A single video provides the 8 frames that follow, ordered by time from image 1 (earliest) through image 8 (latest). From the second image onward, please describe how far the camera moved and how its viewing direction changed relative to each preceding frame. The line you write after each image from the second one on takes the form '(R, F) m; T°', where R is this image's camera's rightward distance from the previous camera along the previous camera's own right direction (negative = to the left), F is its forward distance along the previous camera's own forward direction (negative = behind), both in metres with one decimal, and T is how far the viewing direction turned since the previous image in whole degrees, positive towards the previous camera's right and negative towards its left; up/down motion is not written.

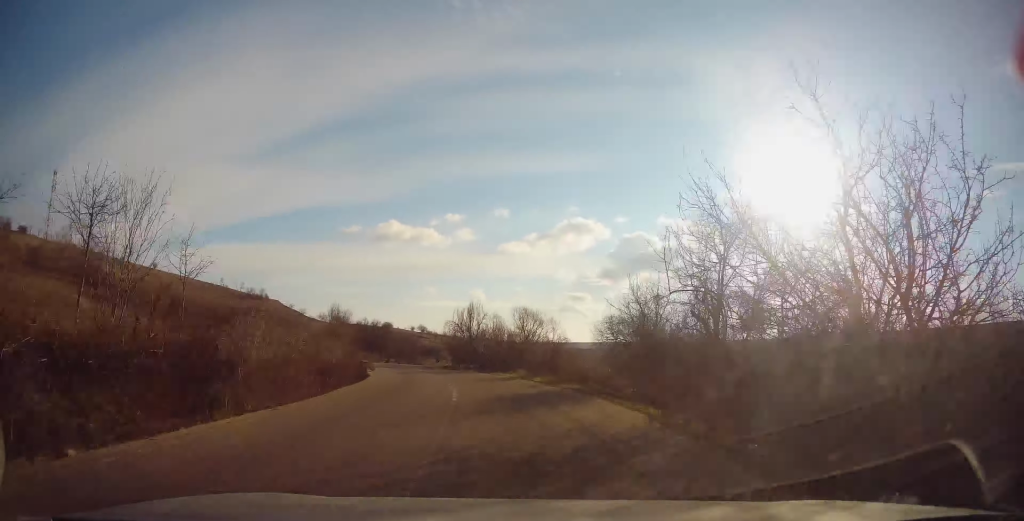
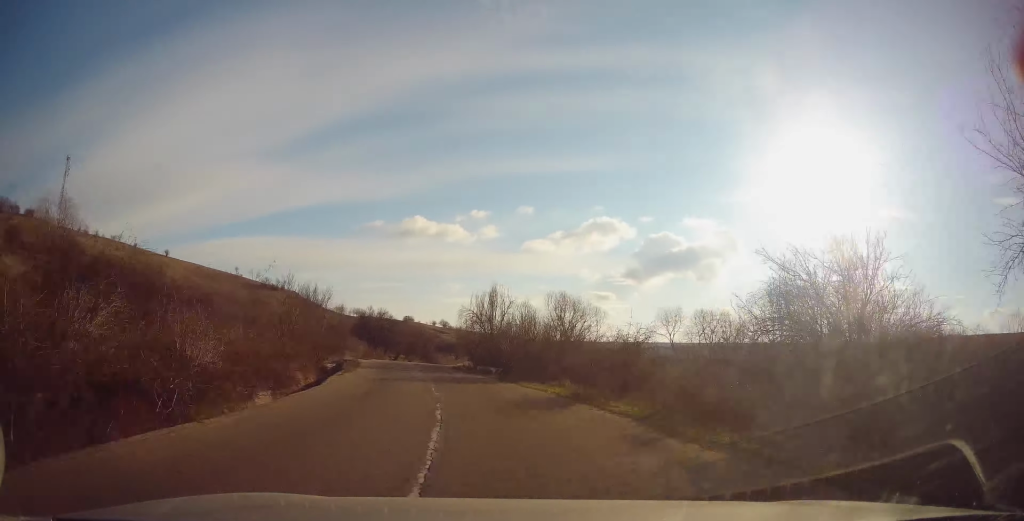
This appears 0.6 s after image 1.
(0.0, +10.6) m; -2°
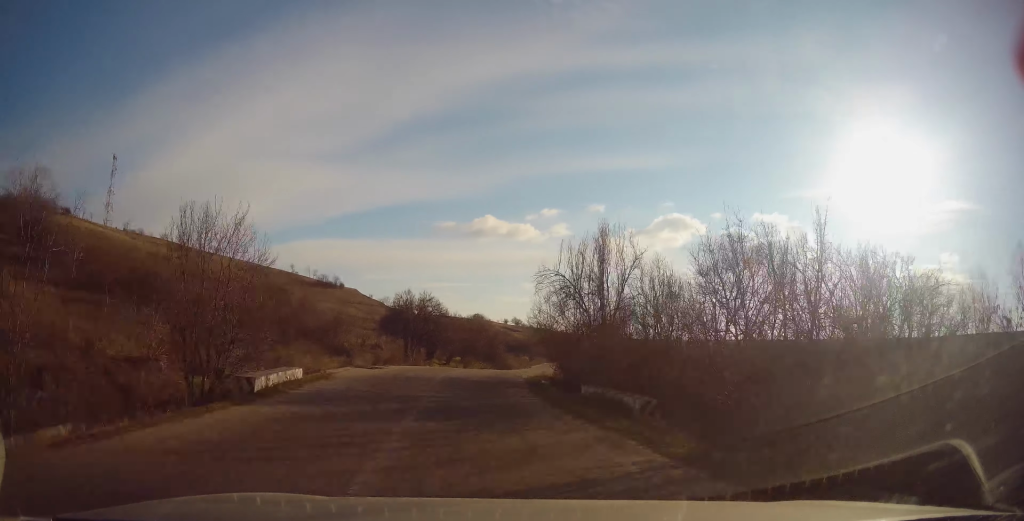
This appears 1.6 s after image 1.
(-1.1, +18.8) m; -4°
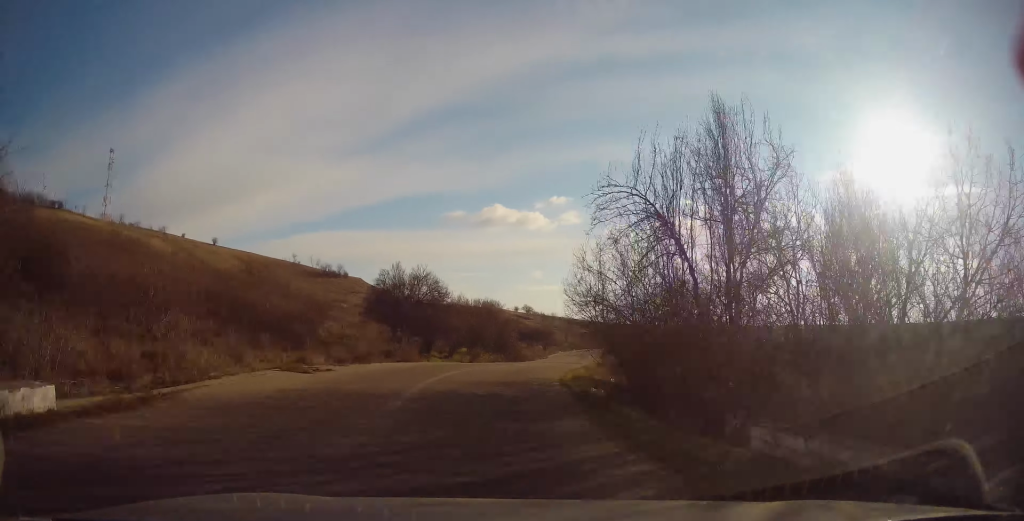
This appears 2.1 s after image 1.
(-0.3, +9.6) m; 0°
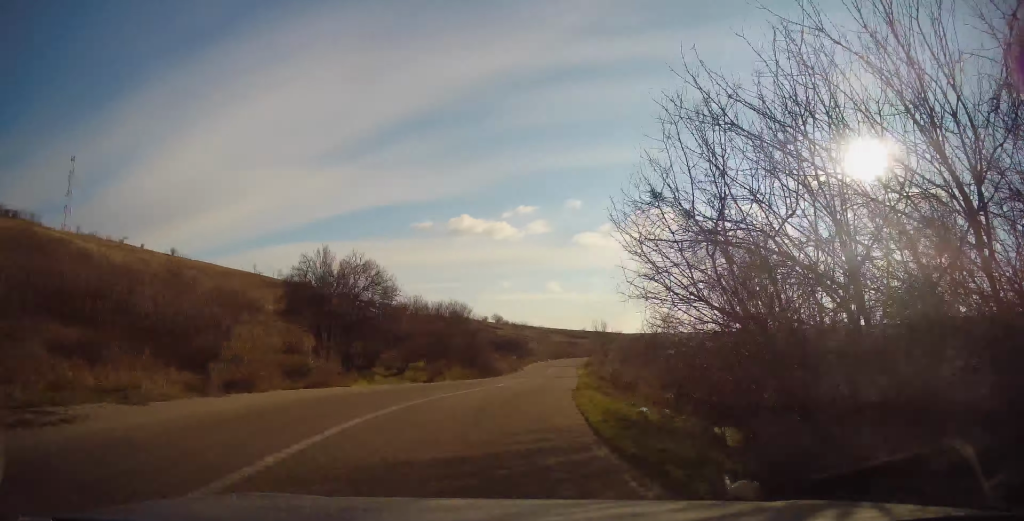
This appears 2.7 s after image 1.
(0.0, +10.0) m; +1°
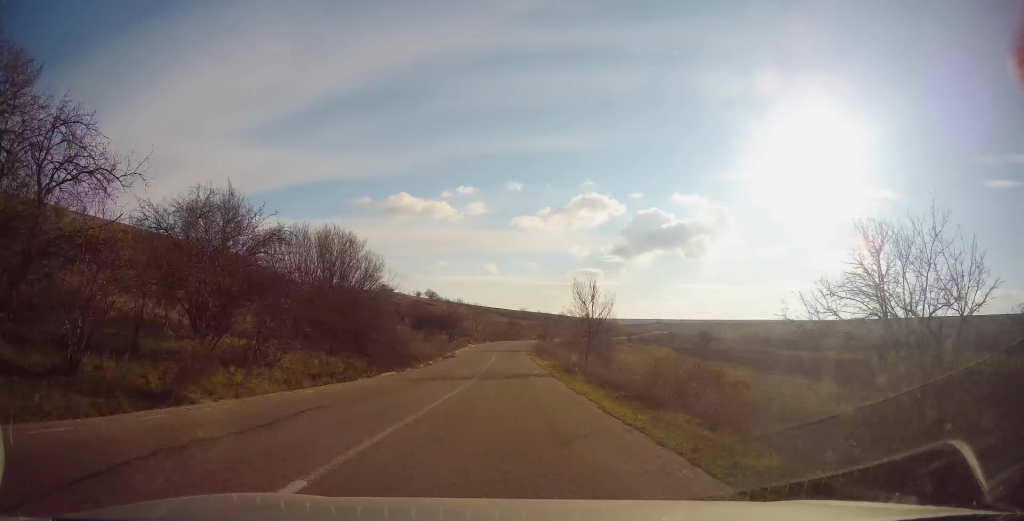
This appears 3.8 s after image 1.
(+0.9, +21.8) m; +4°
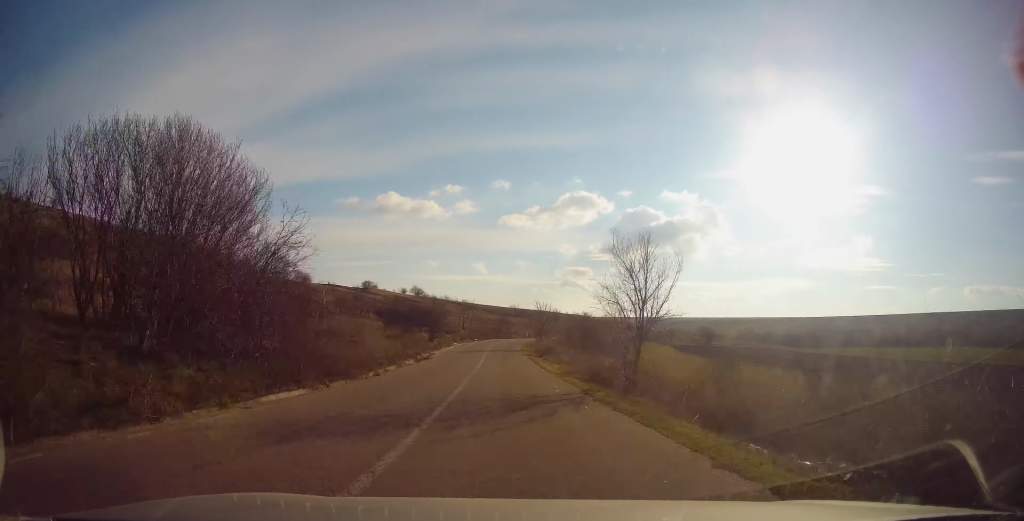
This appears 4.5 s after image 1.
(+0.1, +12.8) m; +2°
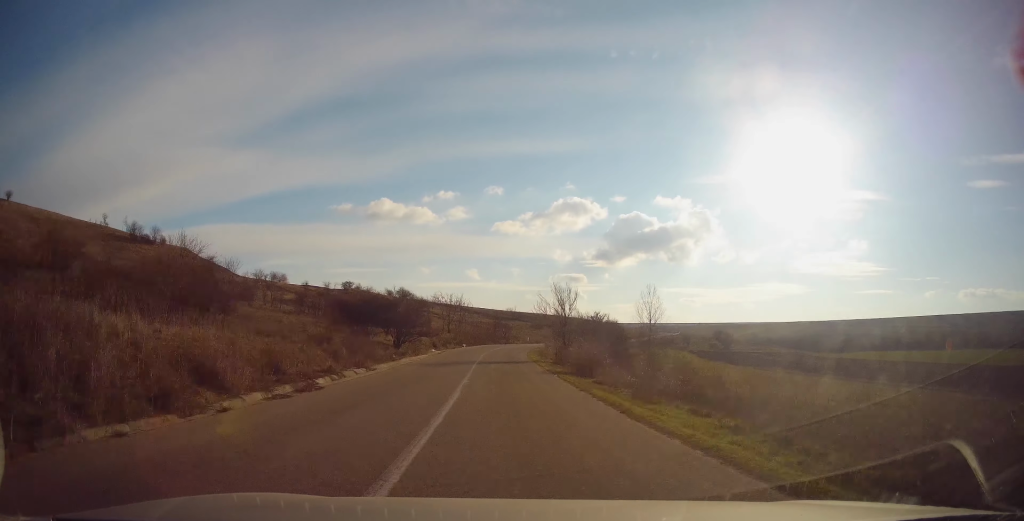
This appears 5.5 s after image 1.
(+0.5, +22.0) m; 0°
